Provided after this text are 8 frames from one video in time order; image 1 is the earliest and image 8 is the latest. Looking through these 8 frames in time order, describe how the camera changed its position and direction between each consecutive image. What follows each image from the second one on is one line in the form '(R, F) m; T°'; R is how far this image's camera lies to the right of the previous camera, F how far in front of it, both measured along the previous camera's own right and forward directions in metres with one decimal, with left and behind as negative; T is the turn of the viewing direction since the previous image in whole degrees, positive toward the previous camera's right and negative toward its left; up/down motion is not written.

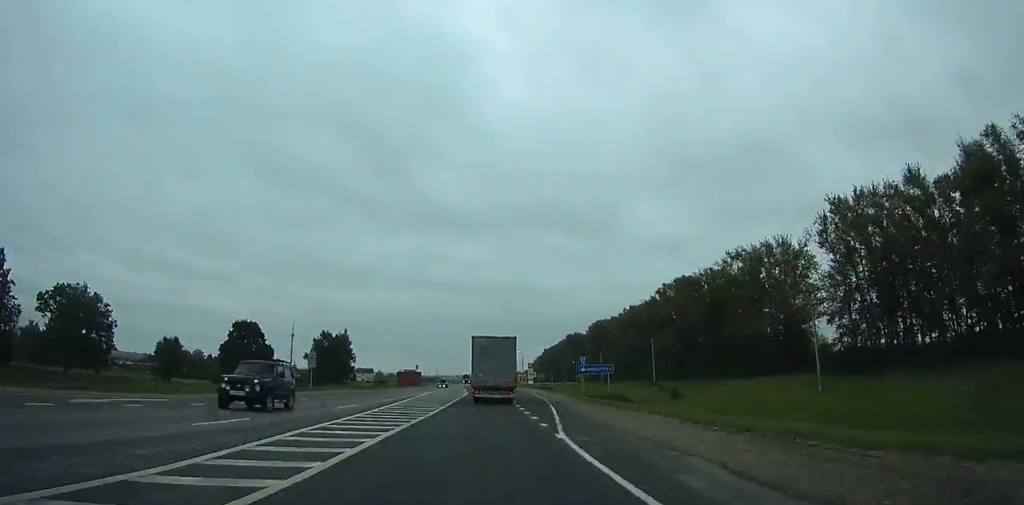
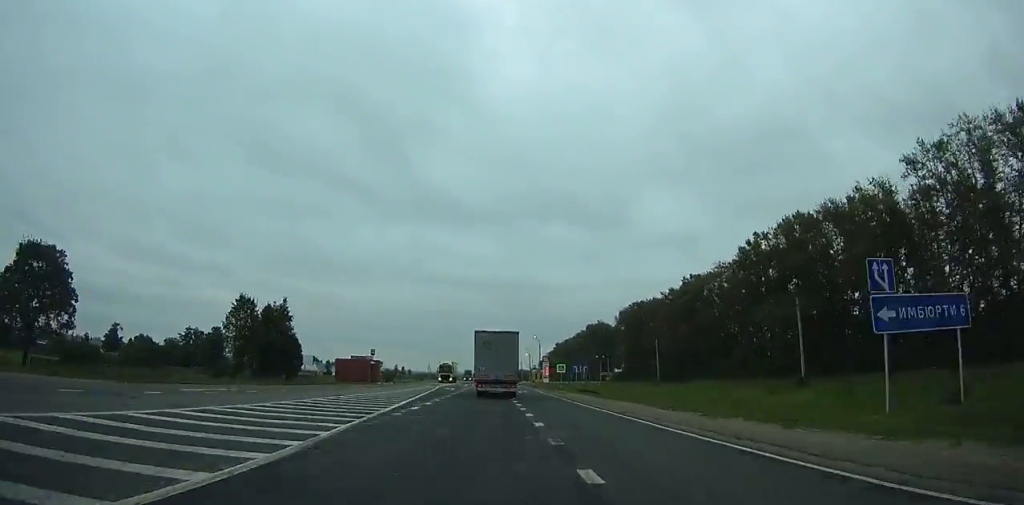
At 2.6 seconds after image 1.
(+0.1, +52.2) m; 0°
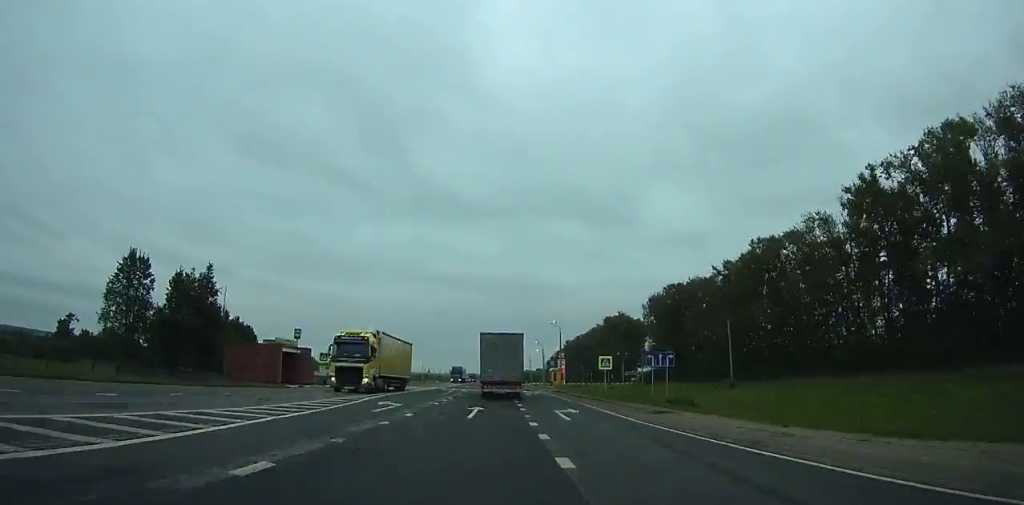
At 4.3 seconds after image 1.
(-0.2, +34.1) m; 0°
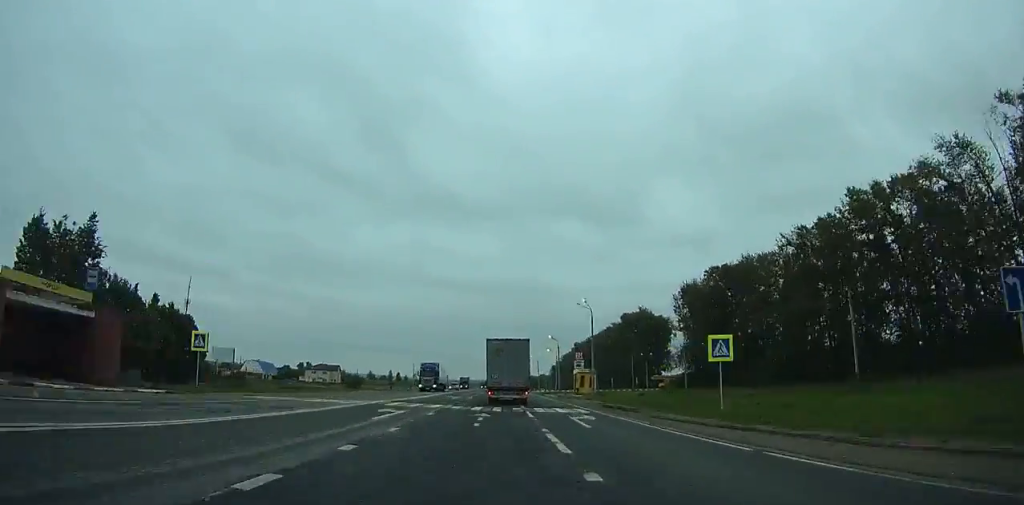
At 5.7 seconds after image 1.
(-0.1, +28.0) m; 0°
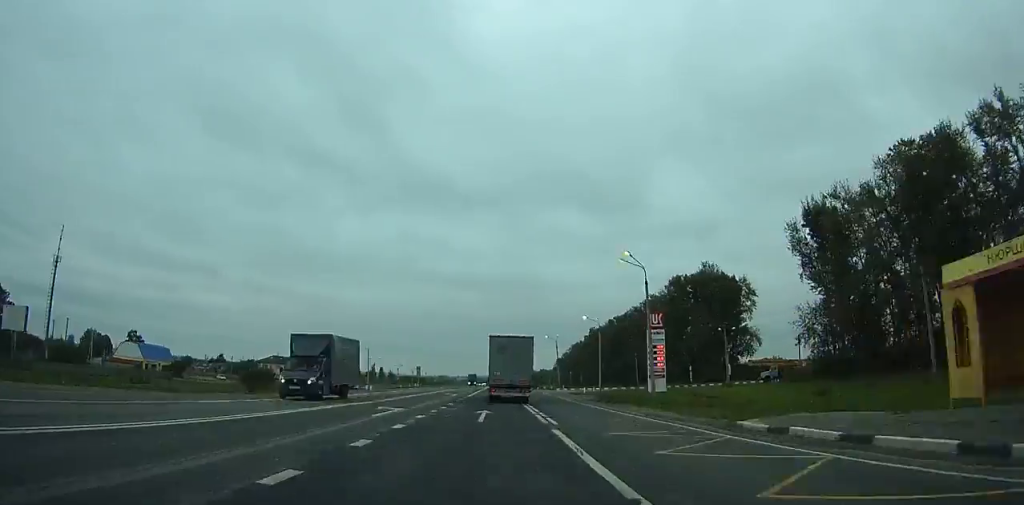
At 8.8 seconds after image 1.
(0.0, +61.5) m; 0°
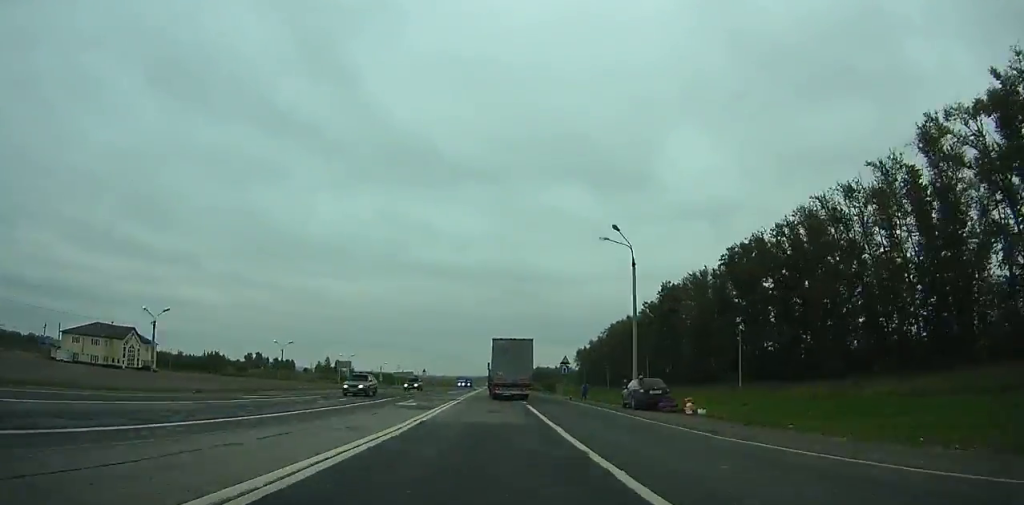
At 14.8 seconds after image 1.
(0.0, +116.8) m; 0°
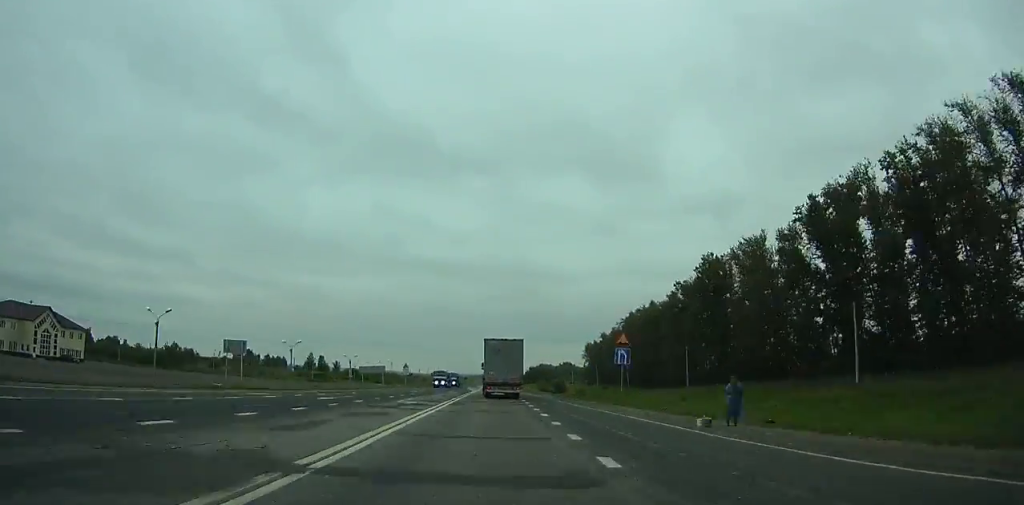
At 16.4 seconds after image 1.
(0.0, +31.0) m; 0°
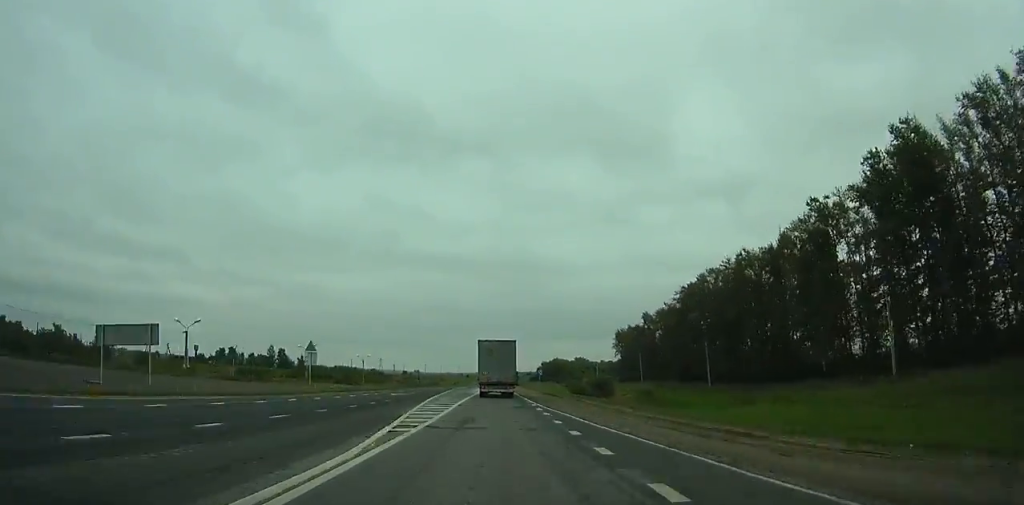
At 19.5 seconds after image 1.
(-0.2, +60.5) m; 0°
